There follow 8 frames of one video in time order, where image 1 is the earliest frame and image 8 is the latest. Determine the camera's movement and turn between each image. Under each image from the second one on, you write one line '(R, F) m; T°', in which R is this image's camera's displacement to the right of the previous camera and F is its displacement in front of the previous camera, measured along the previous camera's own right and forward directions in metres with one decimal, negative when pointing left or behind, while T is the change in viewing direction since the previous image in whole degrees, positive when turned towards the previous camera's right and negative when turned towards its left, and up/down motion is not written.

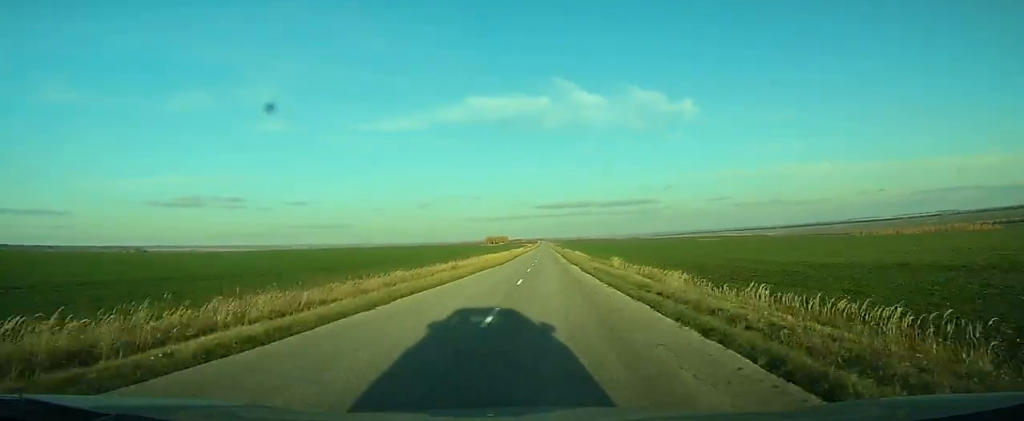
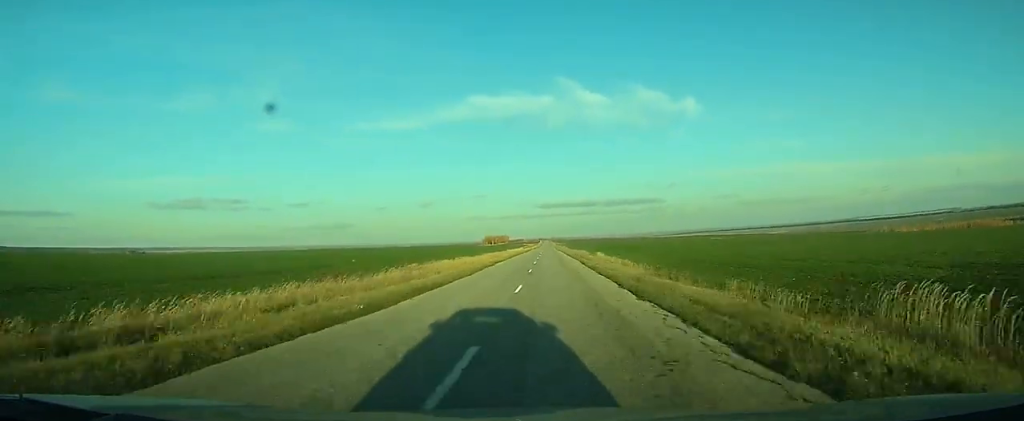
(0.0, +42.2) m; 0°
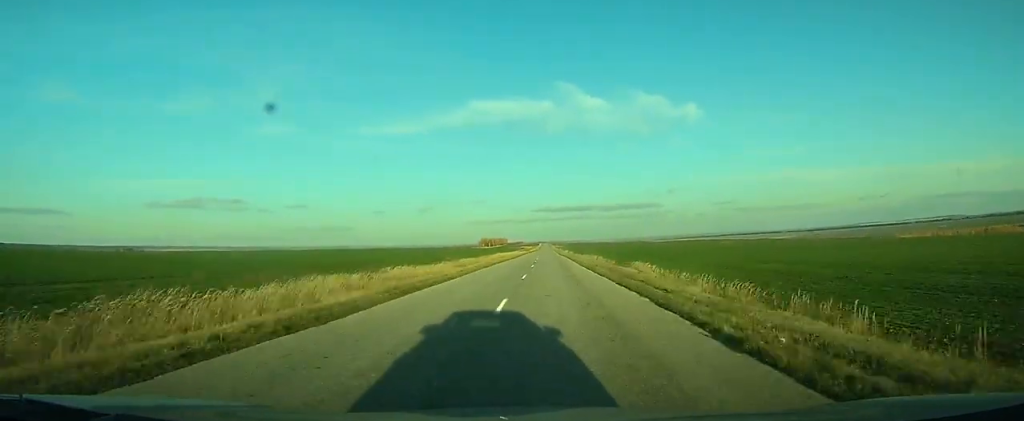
(0.0, +30.5) m; 0°
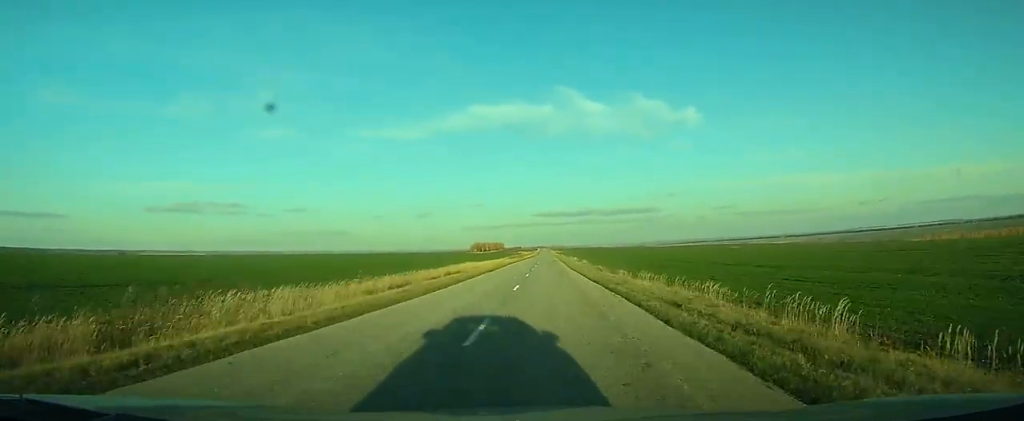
(0.0, +50.2) m; 0°
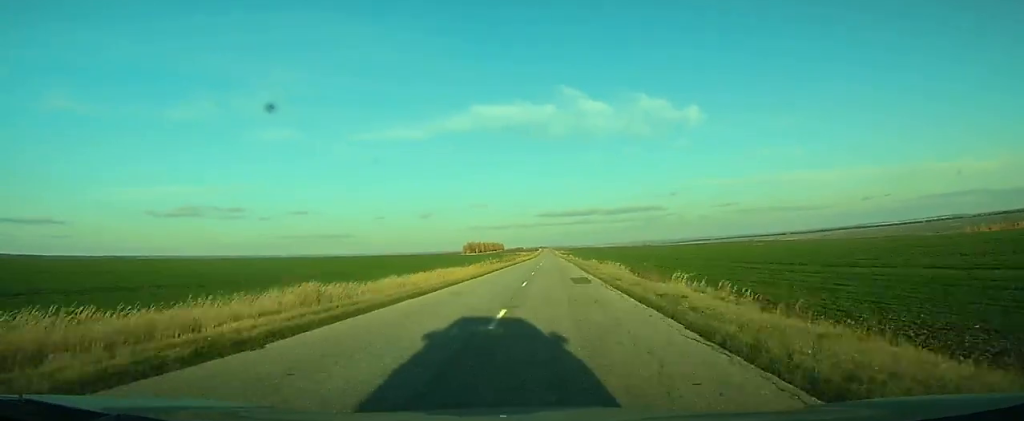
(-0.1, +56.1) m; 0°
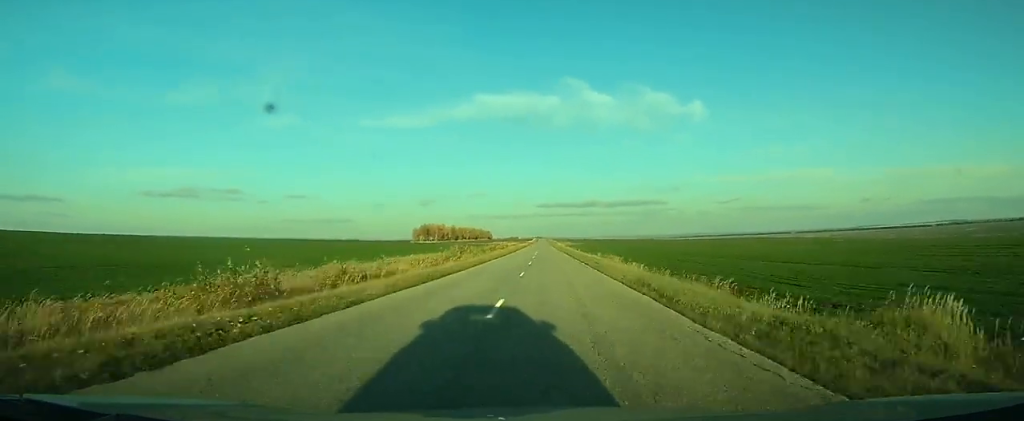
(-0.5, +156.3) m; 0°
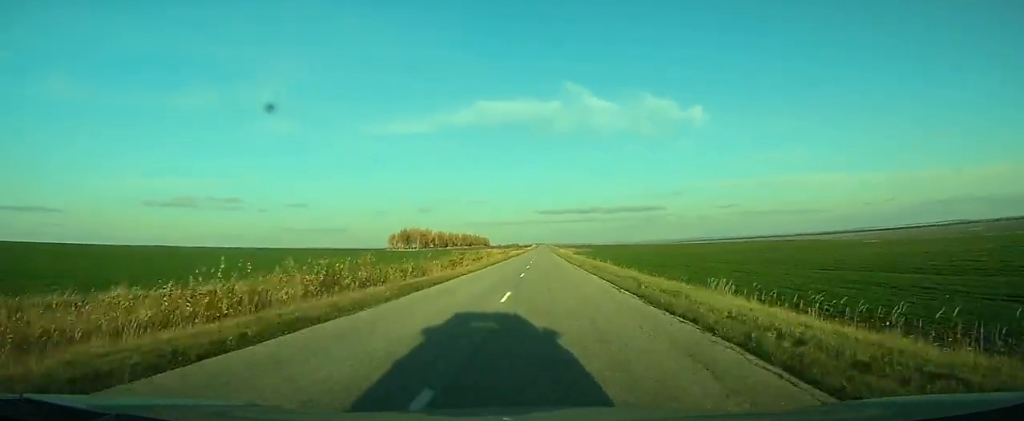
(0.0, +43.8) m; 0°
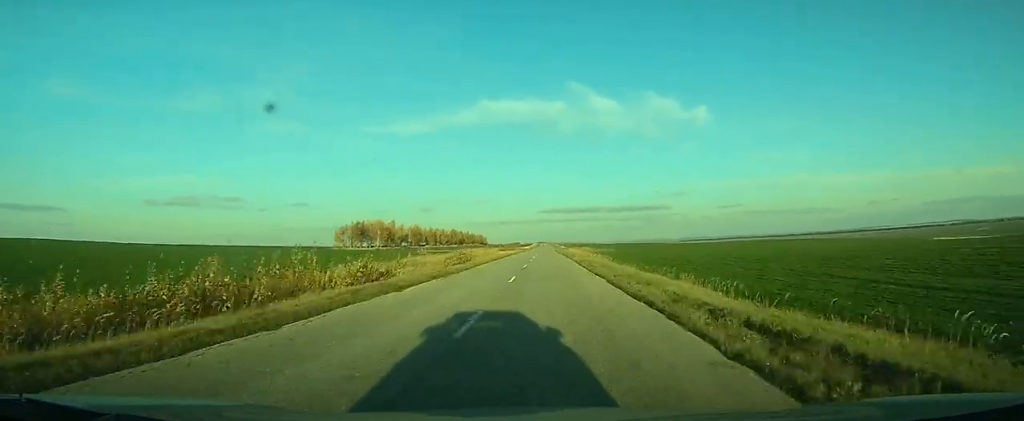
(-0.1, +63.8) m; 0°
